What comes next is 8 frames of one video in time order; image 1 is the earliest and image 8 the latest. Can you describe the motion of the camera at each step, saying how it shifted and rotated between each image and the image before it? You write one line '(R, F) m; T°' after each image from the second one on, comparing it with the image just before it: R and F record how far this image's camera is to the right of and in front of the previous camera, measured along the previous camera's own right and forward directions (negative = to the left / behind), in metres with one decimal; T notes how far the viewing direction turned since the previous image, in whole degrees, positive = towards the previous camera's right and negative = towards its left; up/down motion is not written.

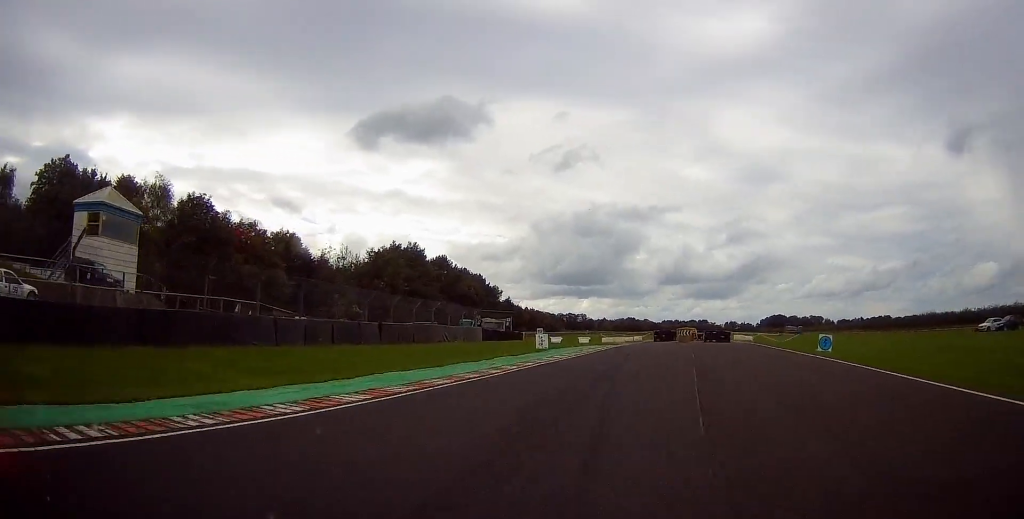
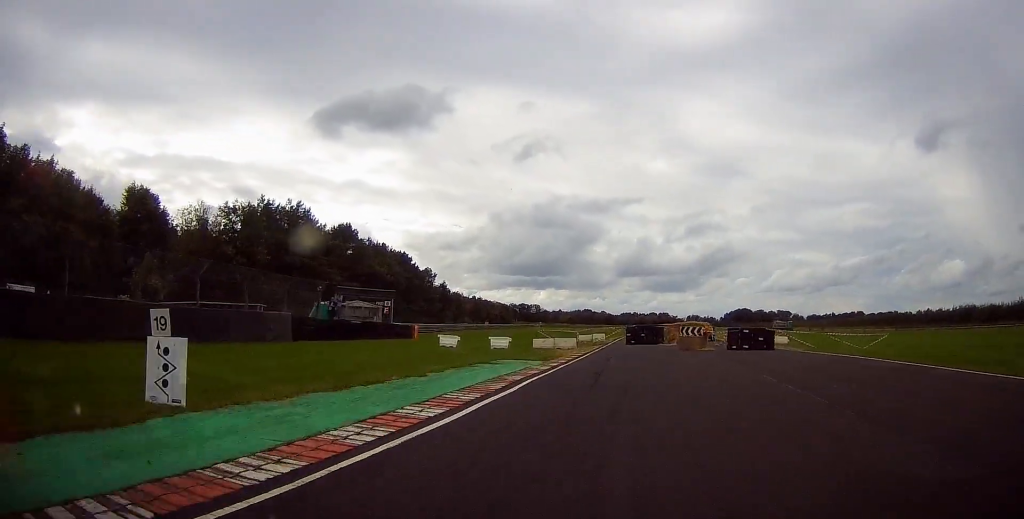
(+2.1, +28.0) m; +6°
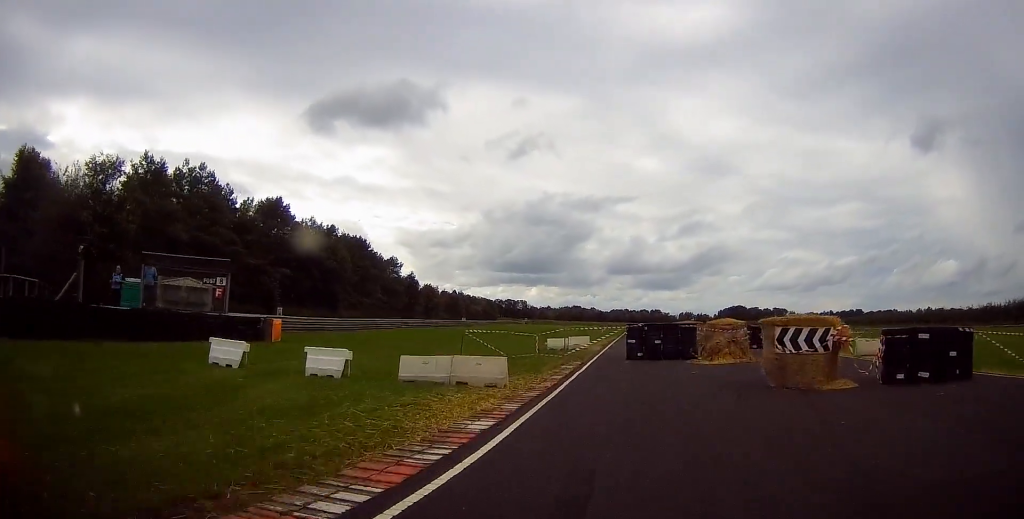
(+0.1, +20.7) m; +3°
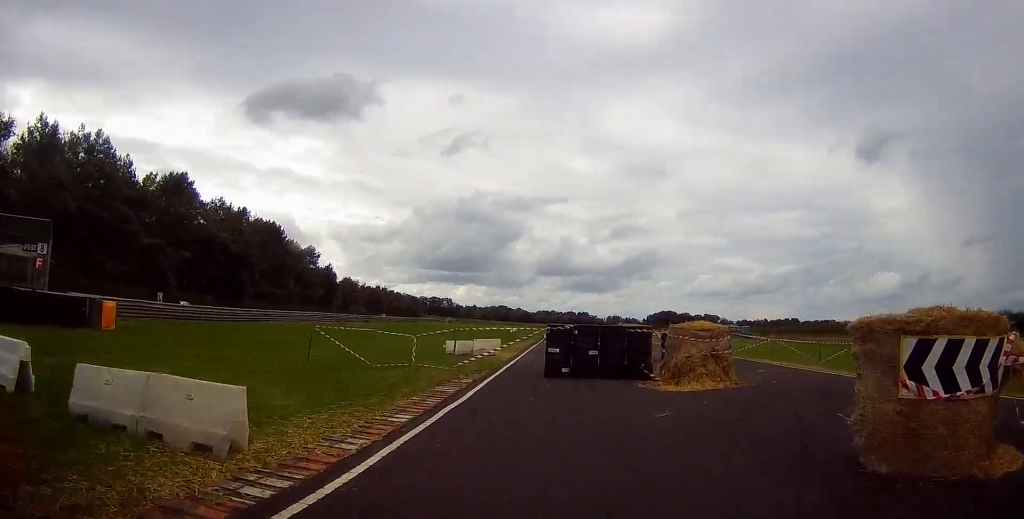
(+0.5, +7.3) m; +8°
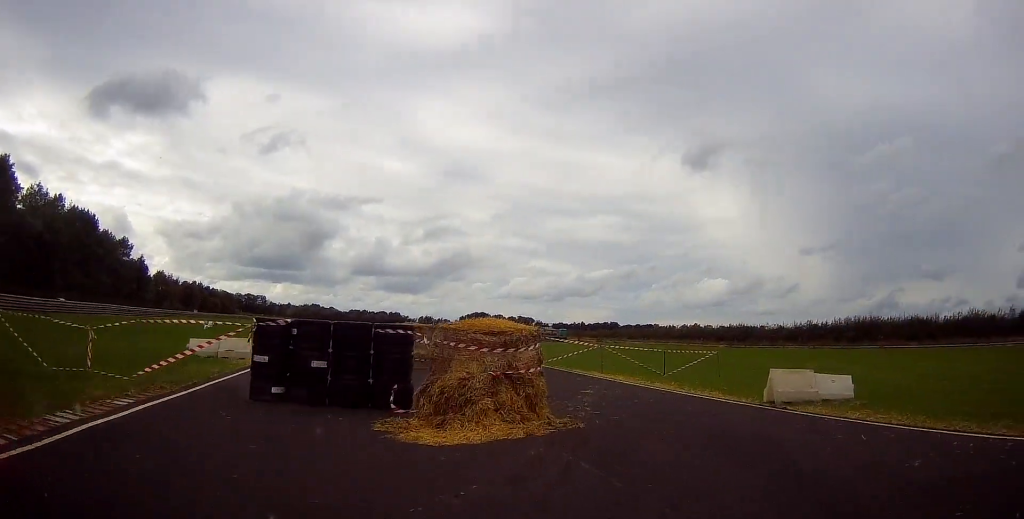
(+0.2, +6.0) m; +6°
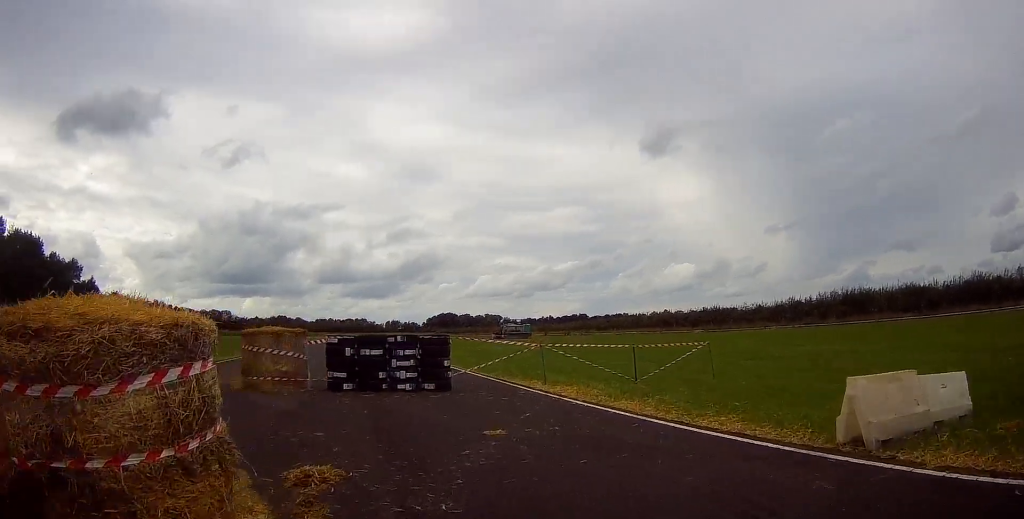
(+1.2, +6.4) m; -2°
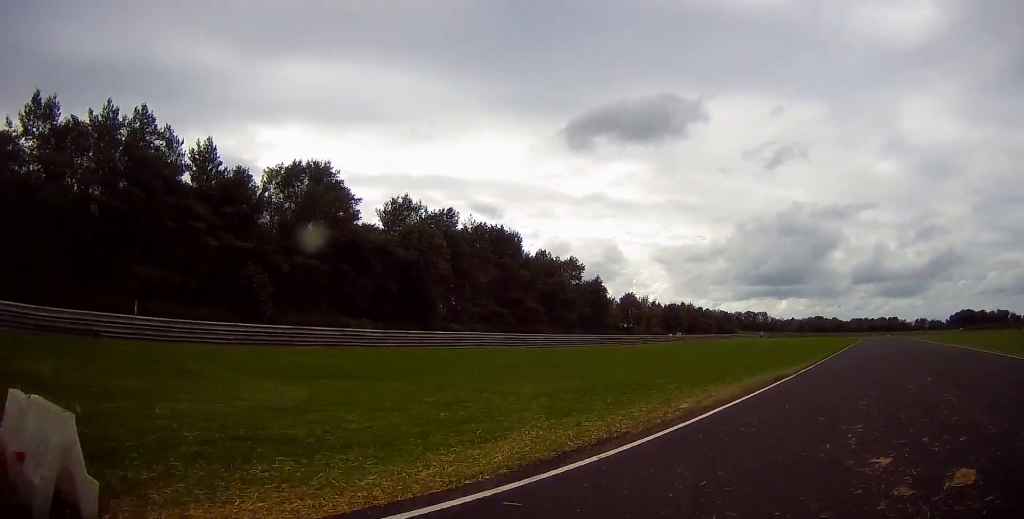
(-4.1, +12.6) m; -21°
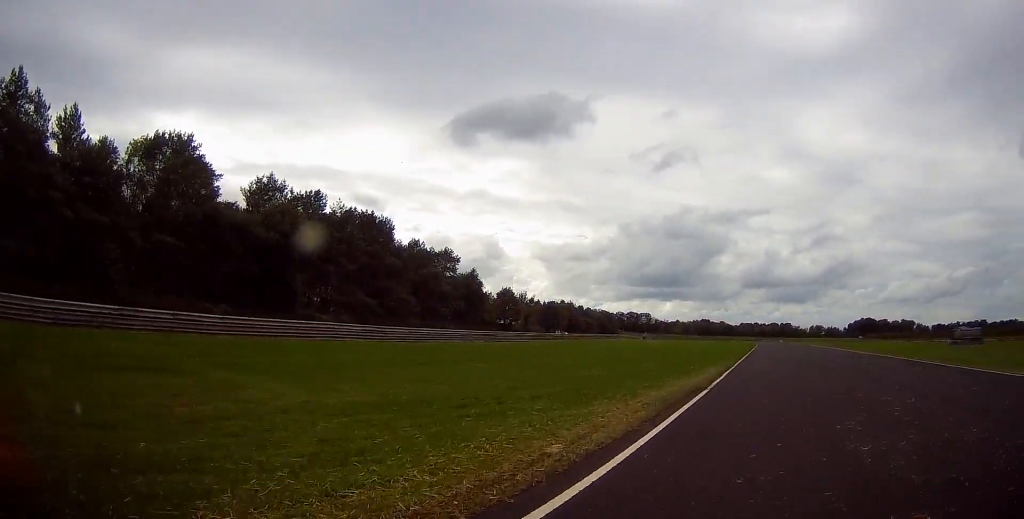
(-0.7, +3.8) m; +2°
